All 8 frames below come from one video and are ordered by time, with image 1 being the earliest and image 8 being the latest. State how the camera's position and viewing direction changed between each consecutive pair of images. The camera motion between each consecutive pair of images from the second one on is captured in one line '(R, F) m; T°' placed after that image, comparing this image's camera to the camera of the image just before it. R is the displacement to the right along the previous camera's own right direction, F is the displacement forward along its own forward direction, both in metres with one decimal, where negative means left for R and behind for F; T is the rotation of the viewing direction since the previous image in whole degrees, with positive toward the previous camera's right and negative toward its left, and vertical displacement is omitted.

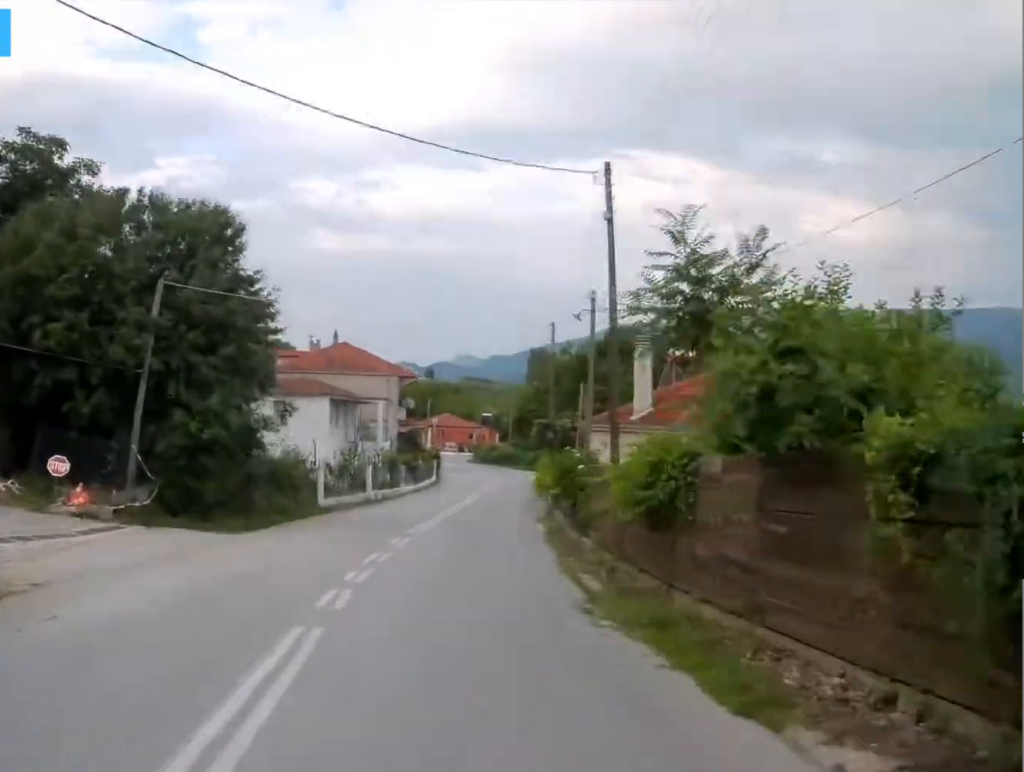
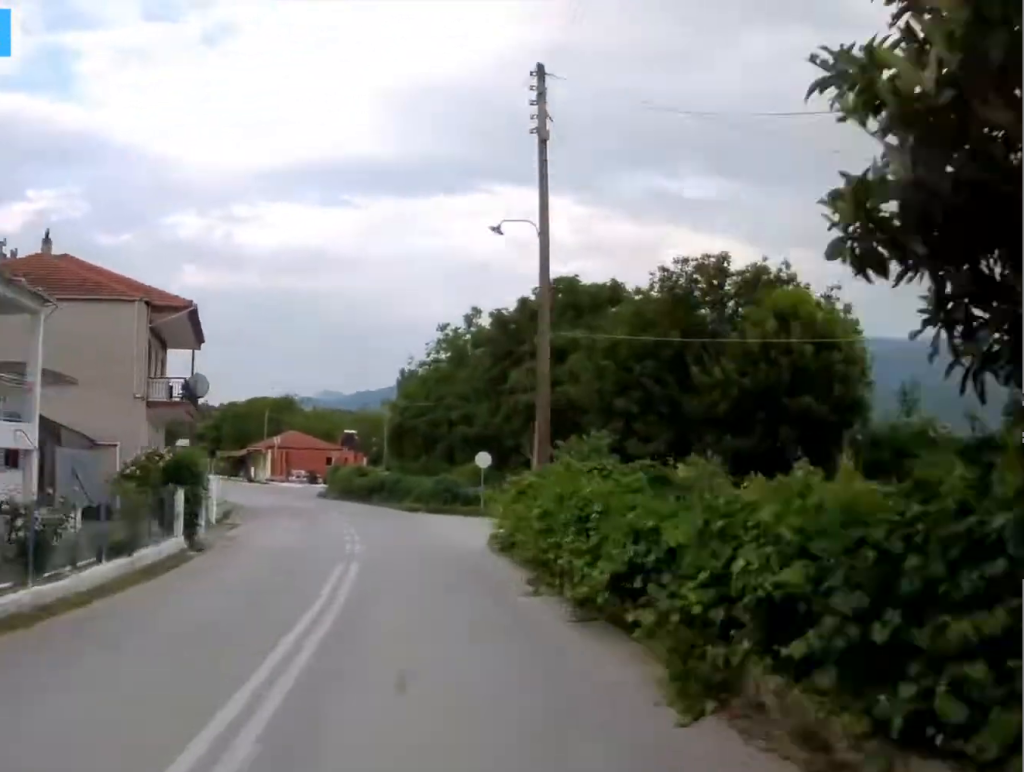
(+1.6, +36.5) m; +3°
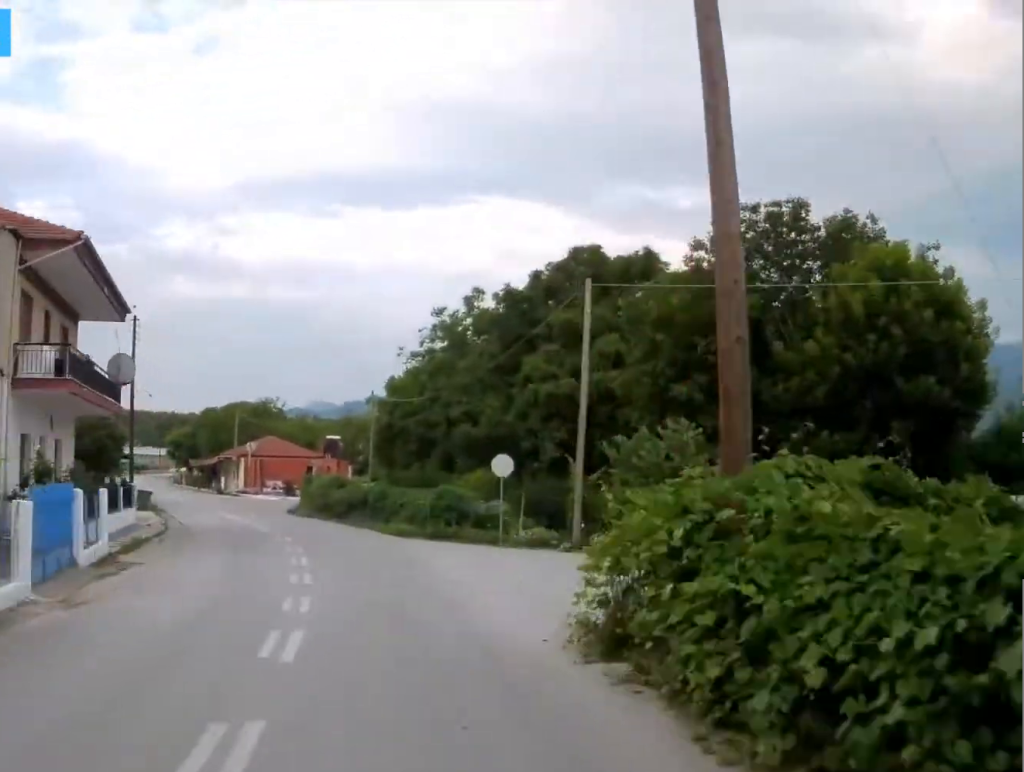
(-0.1, +10.0) m; 0°
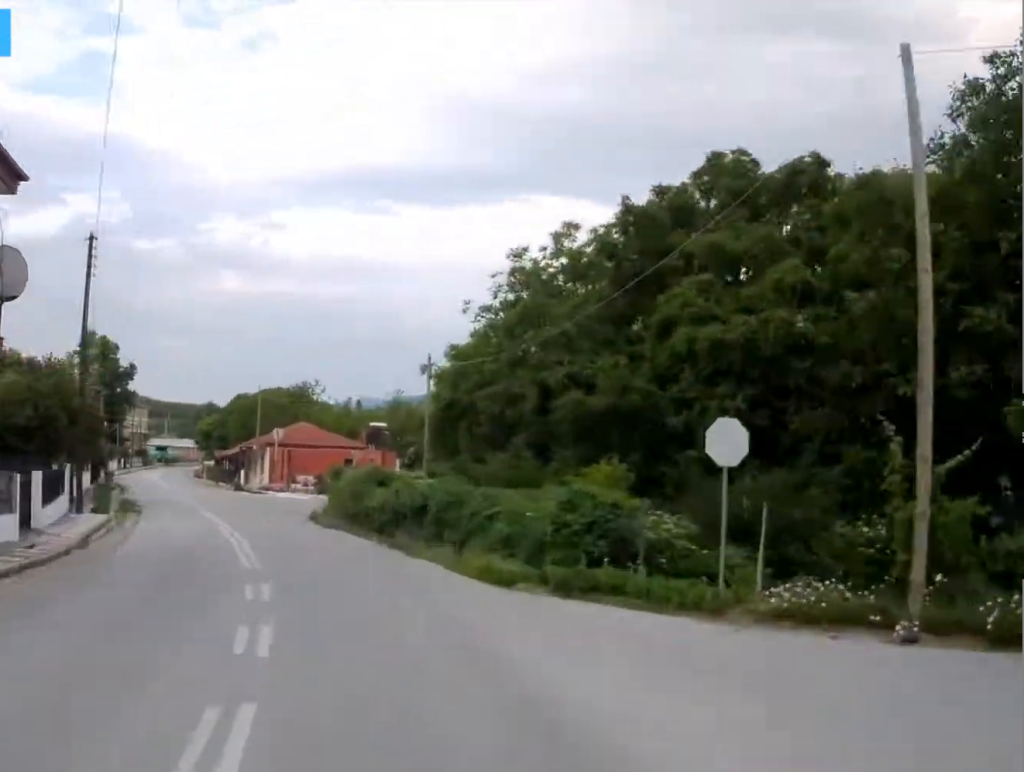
(0.0, +13.5) m; -1°
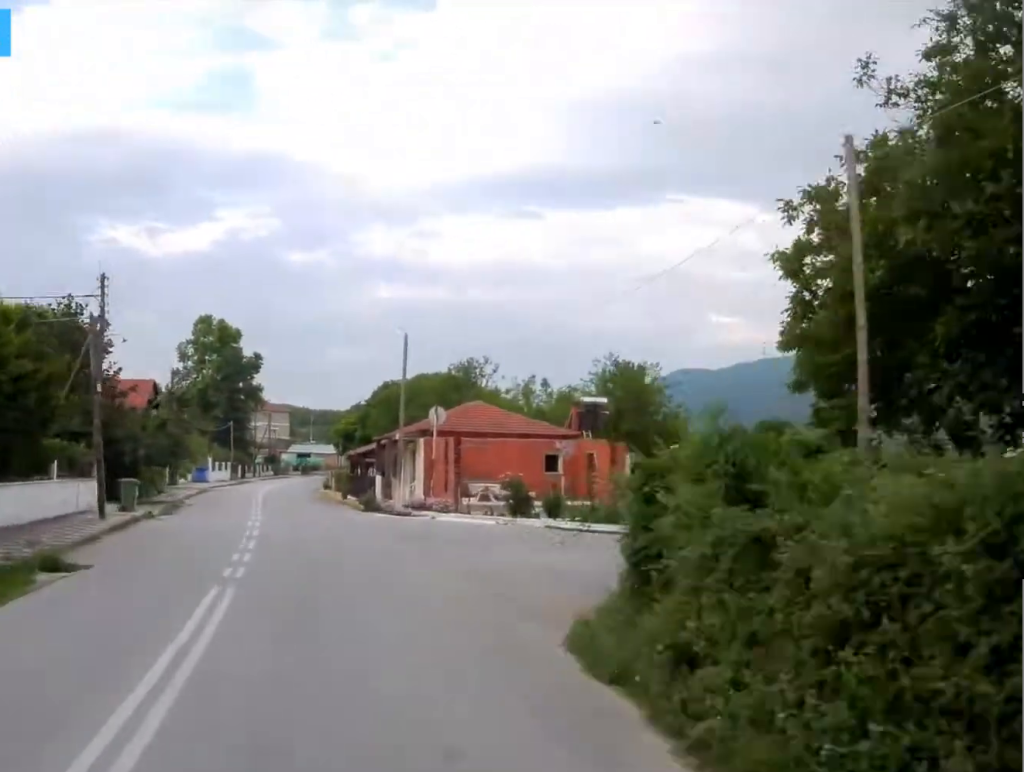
(-0.7, +24.9) m; -6°
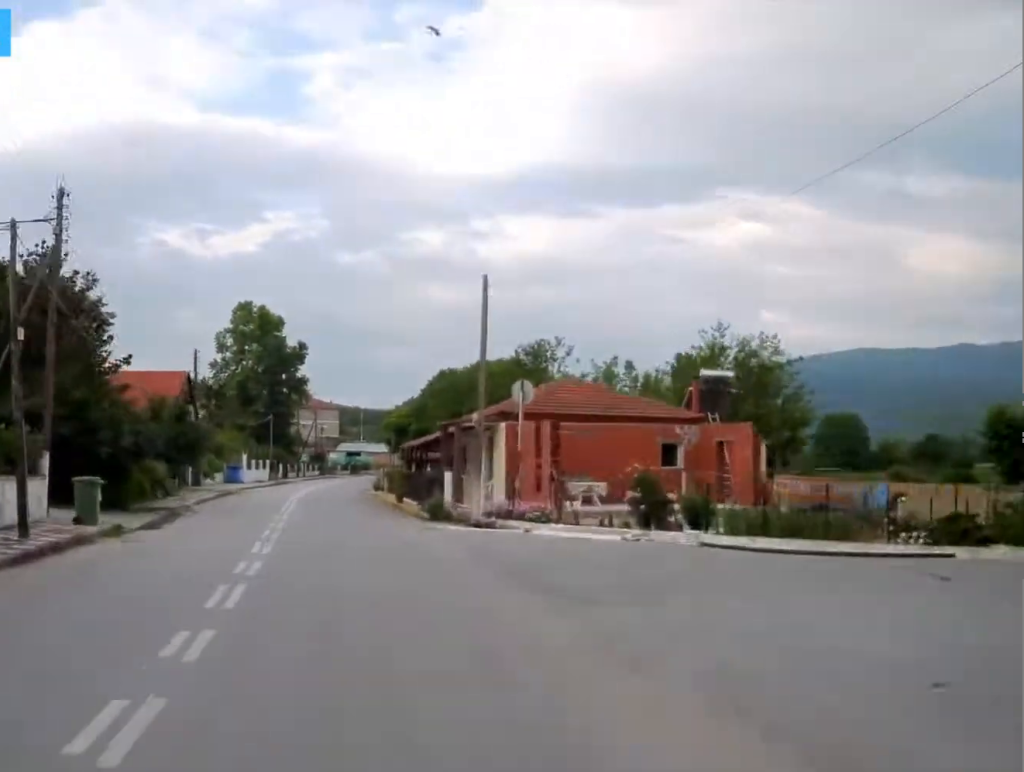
(+0.1, +8.9) m; -3°
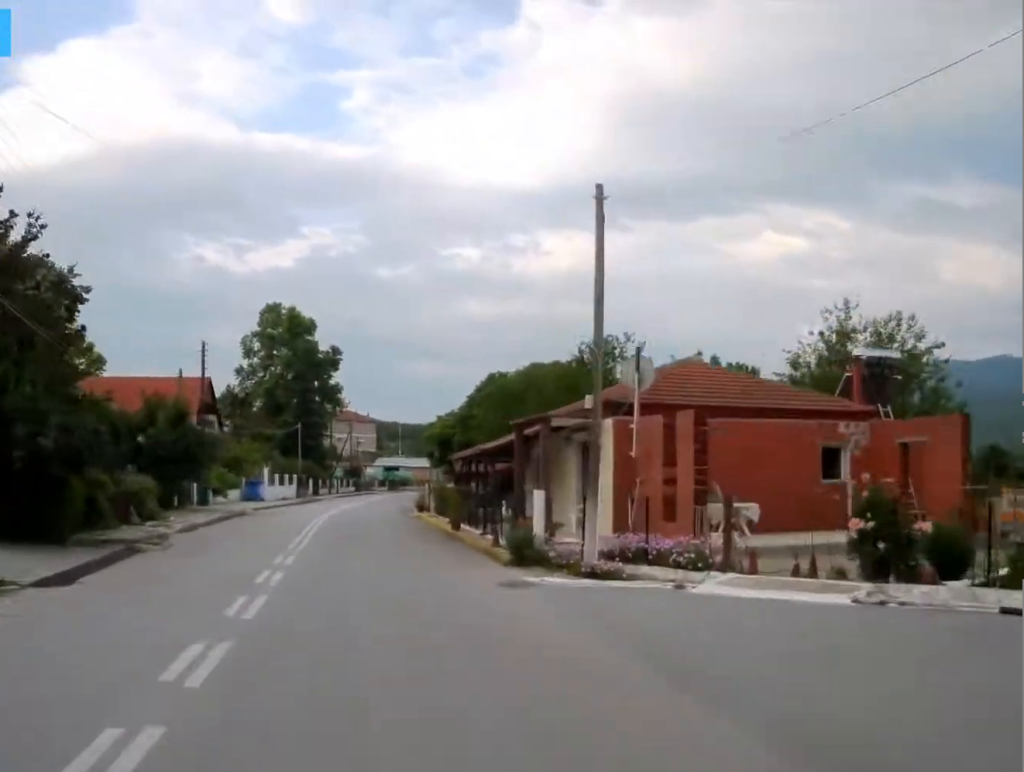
(-0.6, +9.1) m; -3°
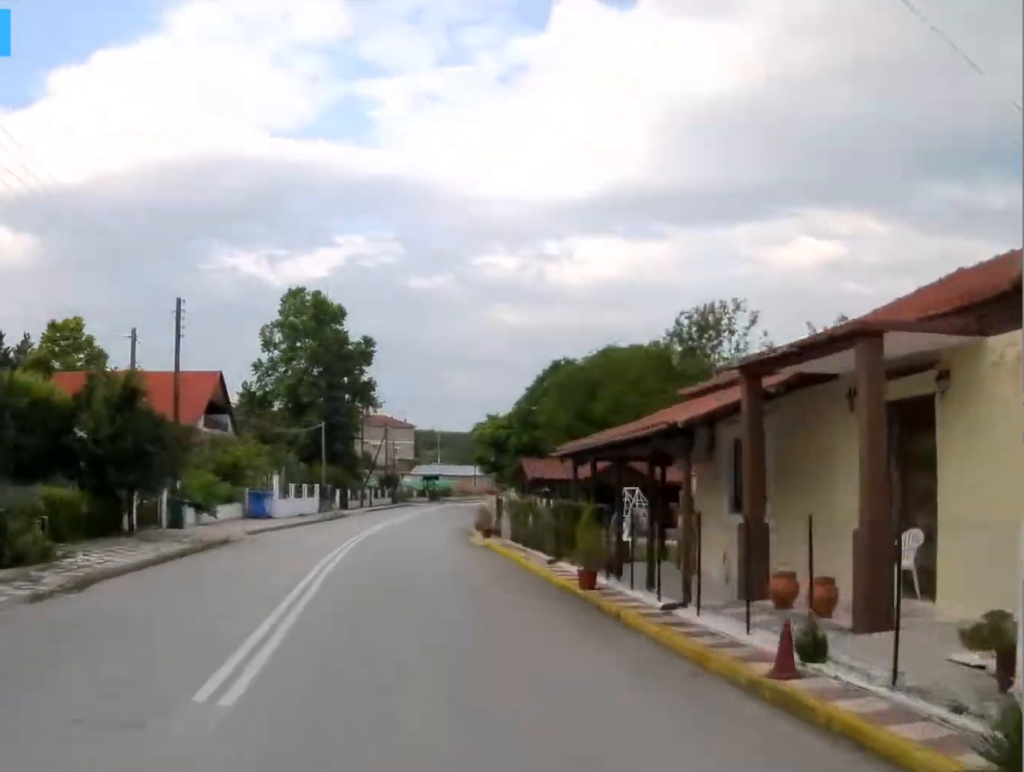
(-0.5, +13.3) m; -4°
